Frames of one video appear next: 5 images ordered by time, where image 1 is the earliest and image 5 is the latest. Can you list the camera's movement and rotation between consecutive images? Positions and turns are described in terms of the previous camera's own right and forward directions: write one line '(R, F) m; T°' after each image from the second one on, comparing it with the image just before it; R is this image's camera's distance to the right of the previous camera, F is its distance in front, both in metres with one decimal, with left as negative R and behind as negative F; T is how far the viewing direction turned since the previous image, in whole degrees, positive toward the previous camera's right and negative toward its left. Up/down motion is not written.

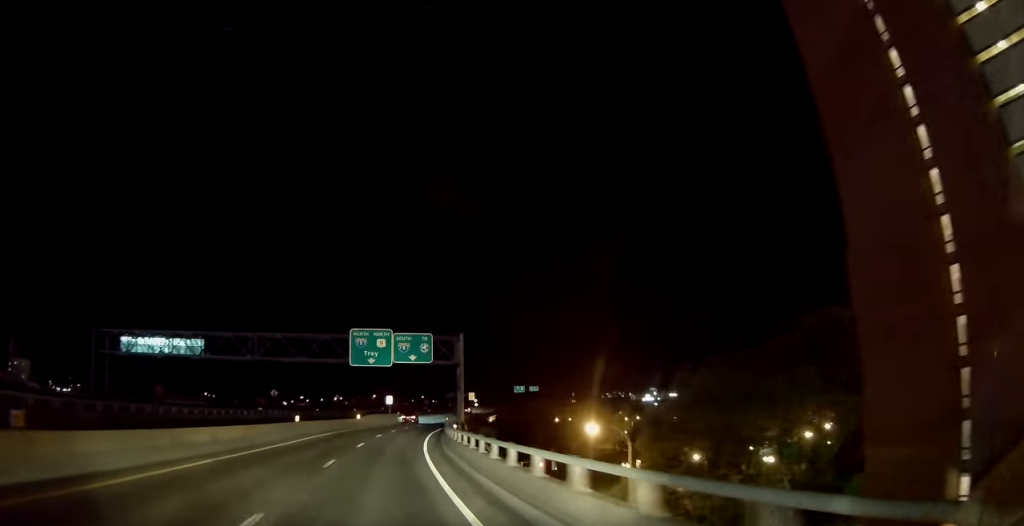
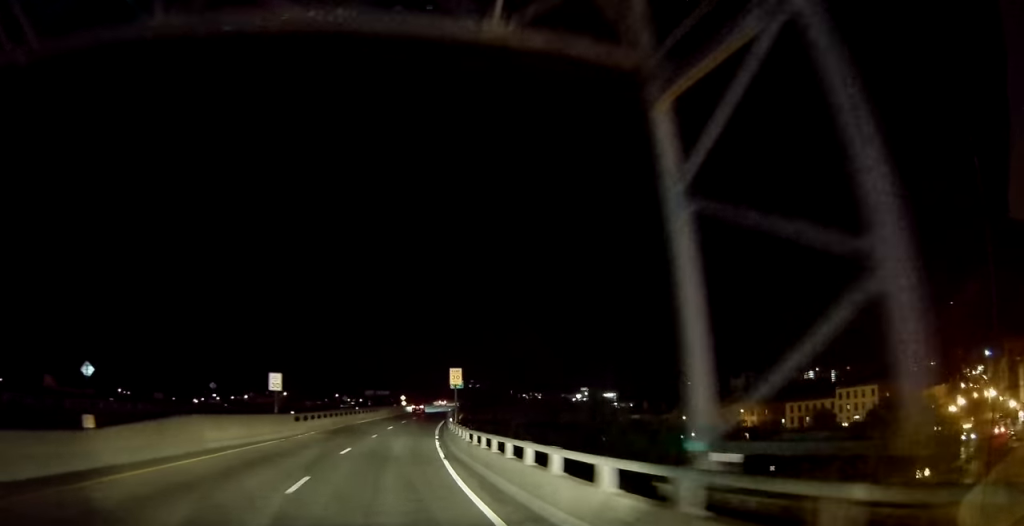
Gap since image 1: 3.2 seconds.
(+3.2, +54.2) m; +9°
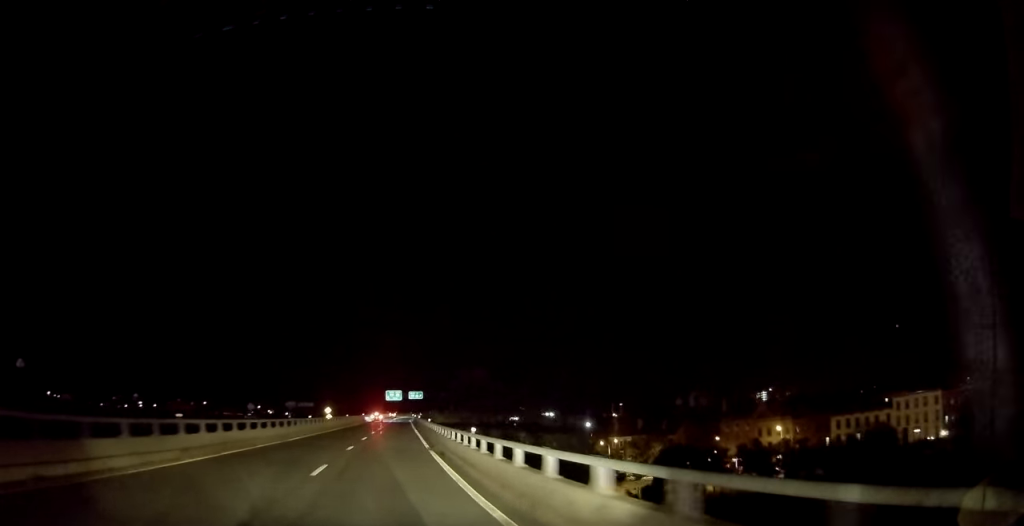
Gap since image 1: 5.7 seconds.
(+3.1, +43.9) m; +7°
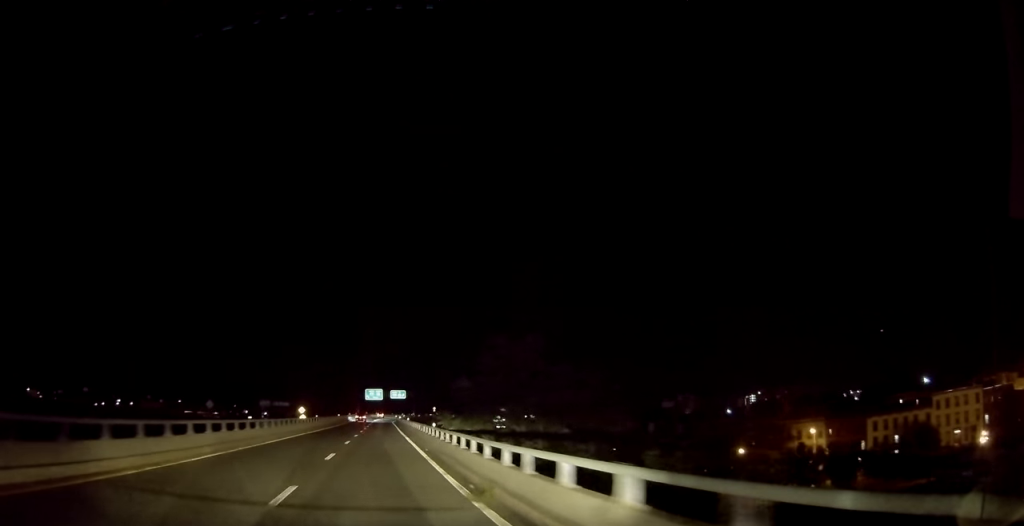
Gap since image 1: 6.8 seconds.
(+0.5, +18.3) m; +2°
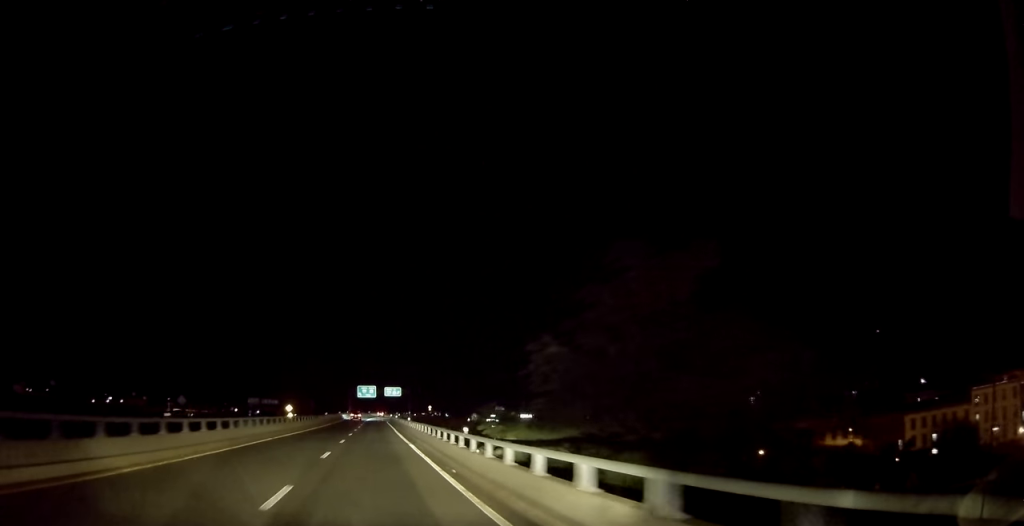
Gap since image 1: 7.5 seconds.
(+0.1, +12.6) m; +1°
